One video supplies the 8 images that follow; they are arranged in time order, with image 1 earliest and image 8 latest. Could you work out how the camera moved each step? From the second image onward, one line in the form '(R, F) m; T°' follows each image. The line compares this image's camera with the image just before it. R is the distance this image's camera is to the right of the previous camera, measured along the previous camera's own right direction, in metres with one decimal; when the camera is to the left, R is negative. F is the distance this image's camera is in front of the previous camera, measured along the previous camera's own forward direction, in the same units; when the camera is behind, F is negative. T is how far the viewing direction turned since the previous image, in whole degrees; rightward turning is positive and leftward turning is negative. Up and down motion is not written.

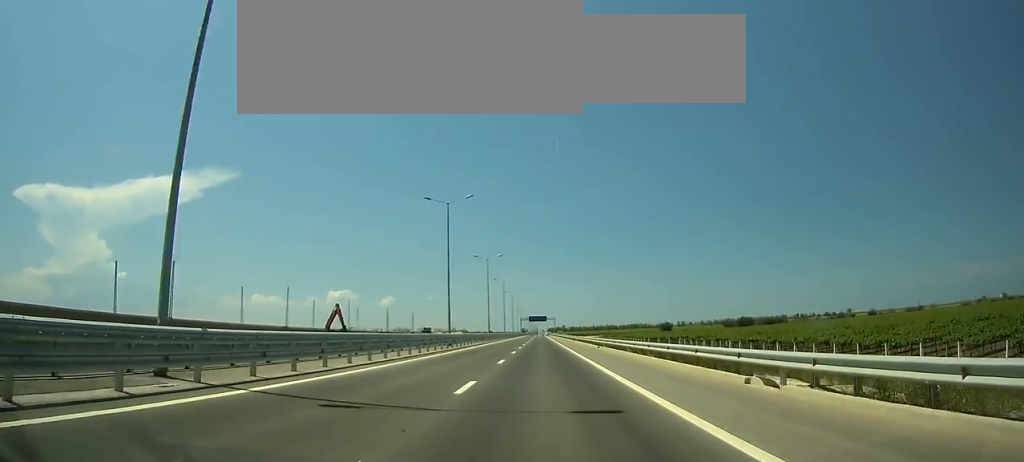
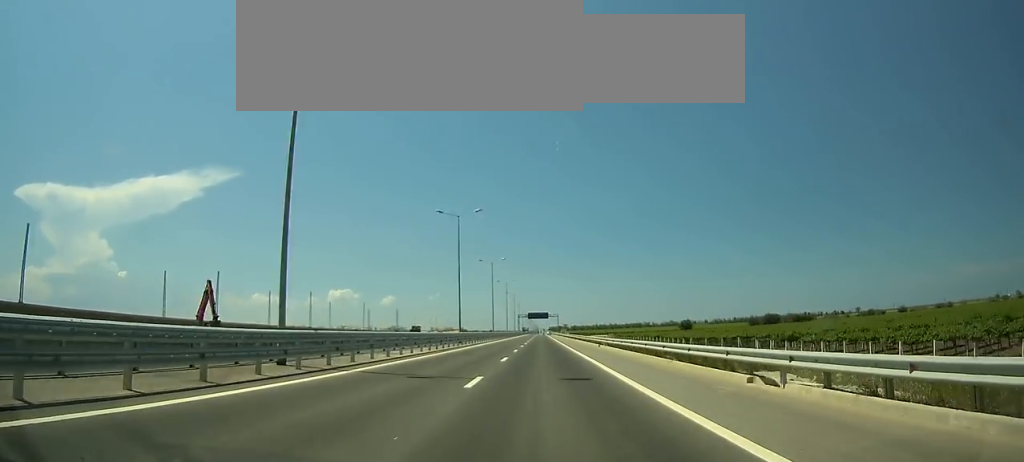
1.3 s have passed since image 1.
(0.0, +34.3) m; 0°
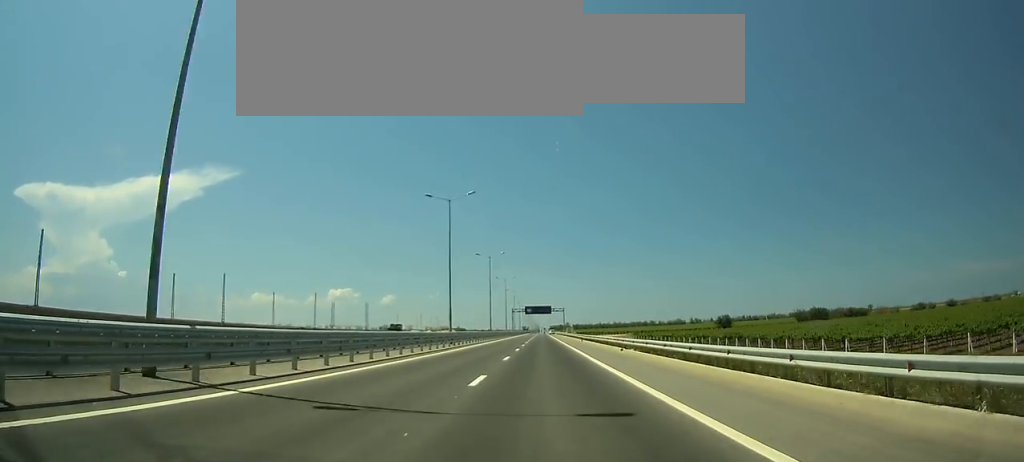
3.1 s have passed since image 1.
(0.0, +47.0) m; 0°
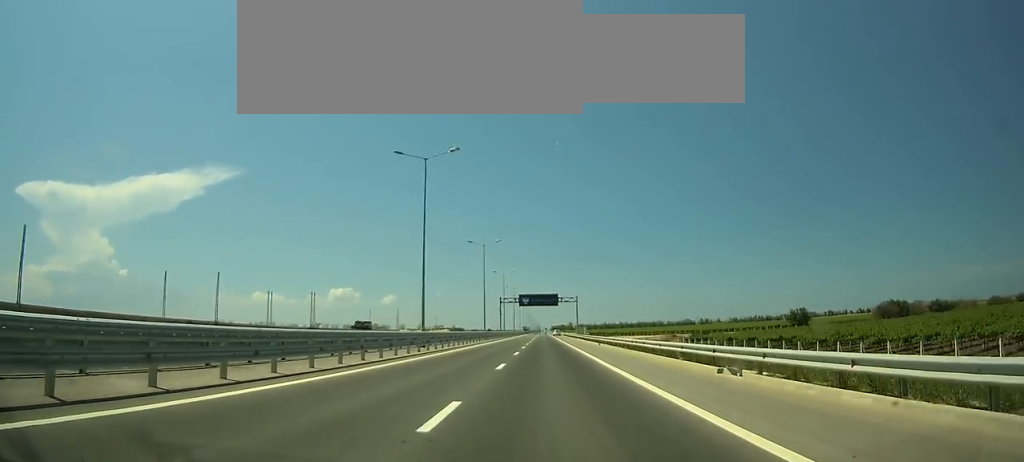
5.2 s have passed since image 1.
(0.0, +54.7) m; 0°
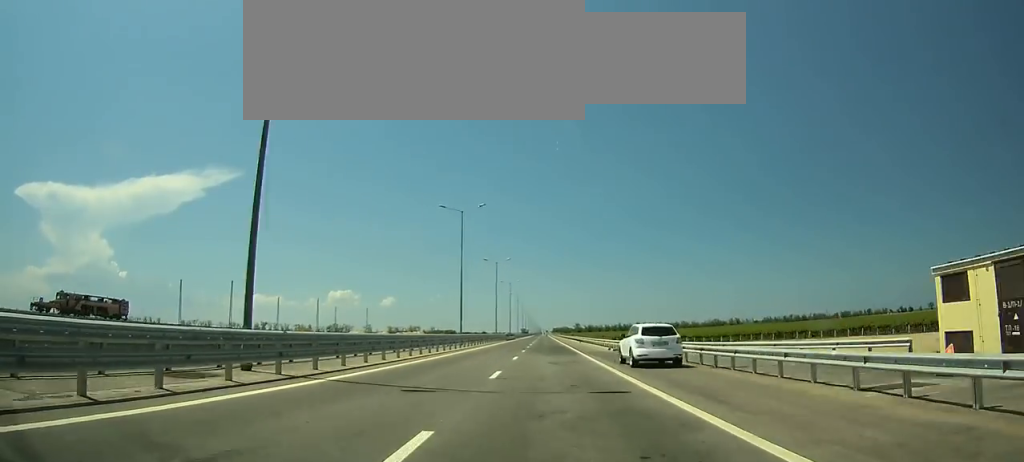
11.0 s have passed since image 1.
(+0.4, +149.3) m; 0°
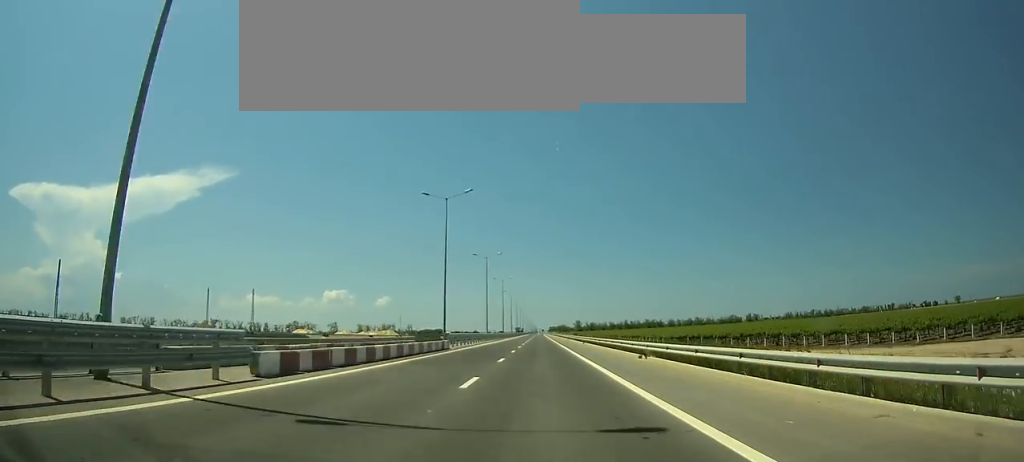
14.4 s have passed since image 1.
(0.0, +87.4) m; 0°
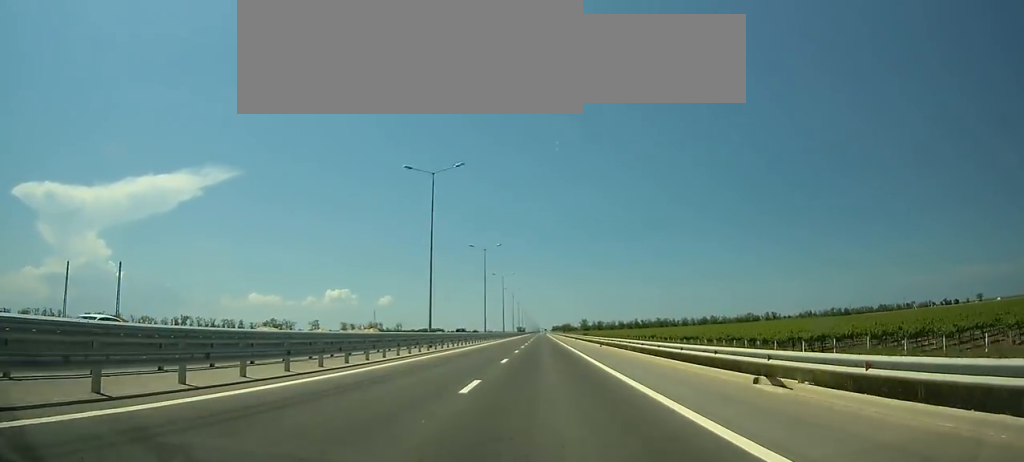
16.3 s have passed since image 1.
(0.0, +49.0) m; 0°
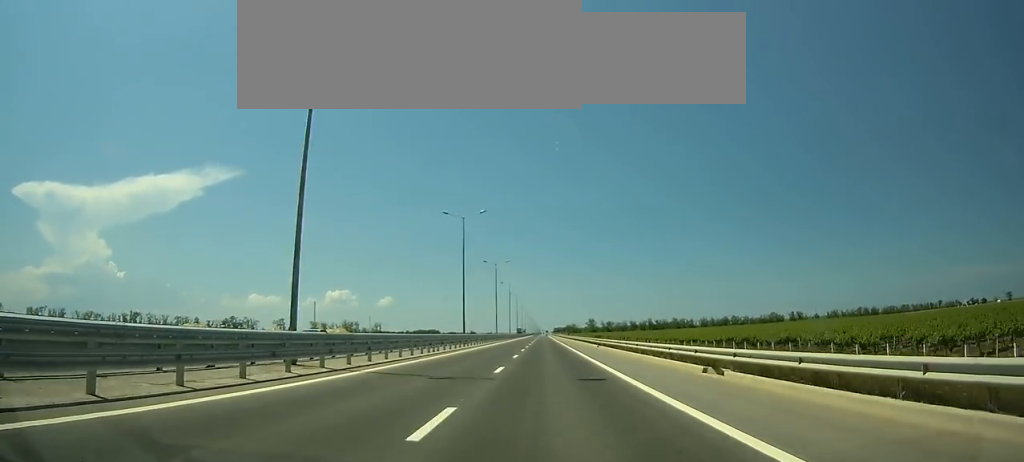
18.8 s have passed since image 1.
(0.0, +64.9) m; 0°
